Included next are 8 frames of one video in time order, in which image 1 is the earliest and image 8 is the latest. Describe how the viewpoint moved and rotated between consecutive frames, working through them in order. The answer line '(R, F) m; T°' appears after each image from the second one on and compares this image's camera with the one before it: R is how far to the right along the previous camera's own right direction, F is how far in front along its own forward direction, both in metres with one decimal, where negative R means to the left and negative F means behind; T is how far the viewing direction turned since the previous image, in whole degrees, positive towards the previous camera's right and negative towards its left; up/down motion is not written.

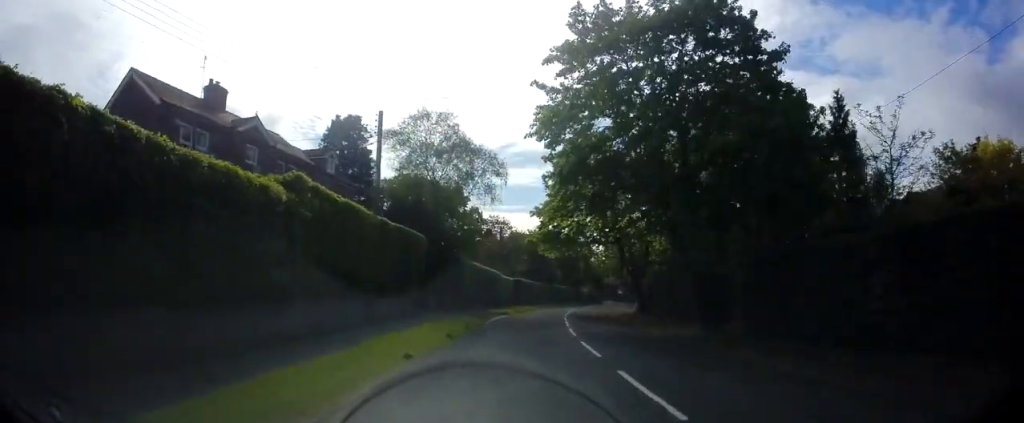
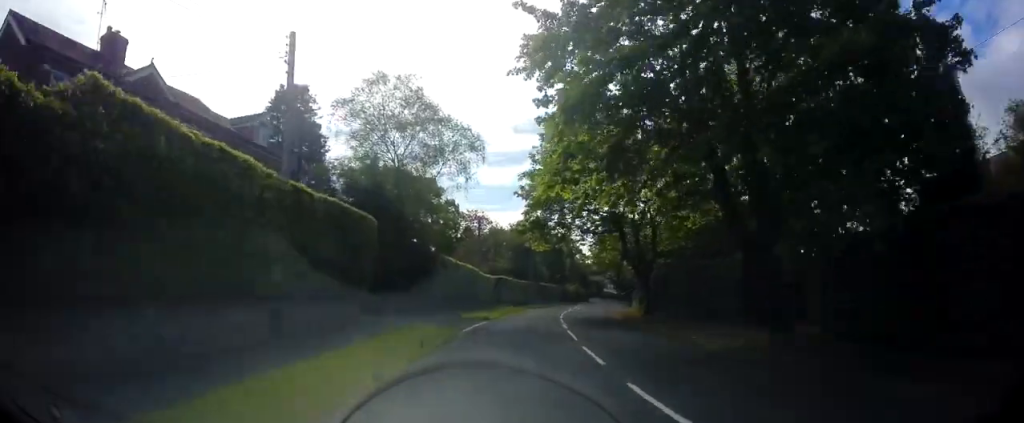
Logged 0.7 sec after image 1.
(-0.1, +7.3) m; +3°
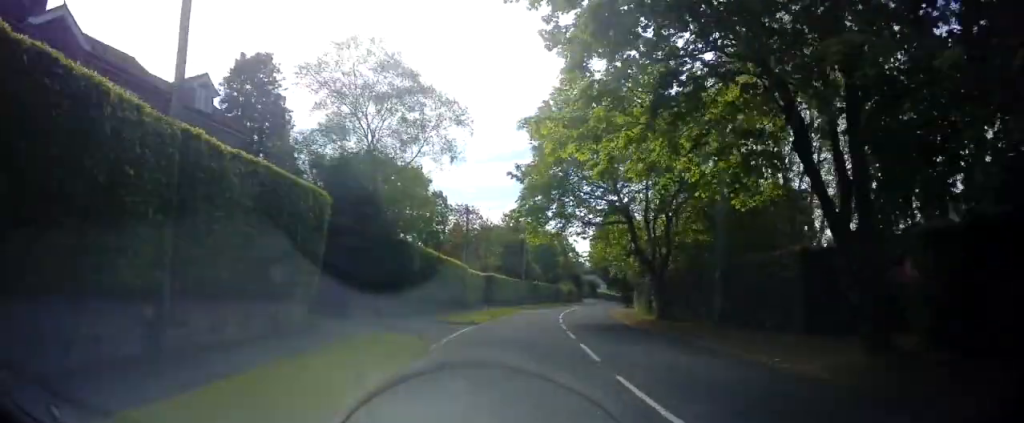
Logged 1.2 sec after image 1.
(+0.1, +4.9) m; +1°
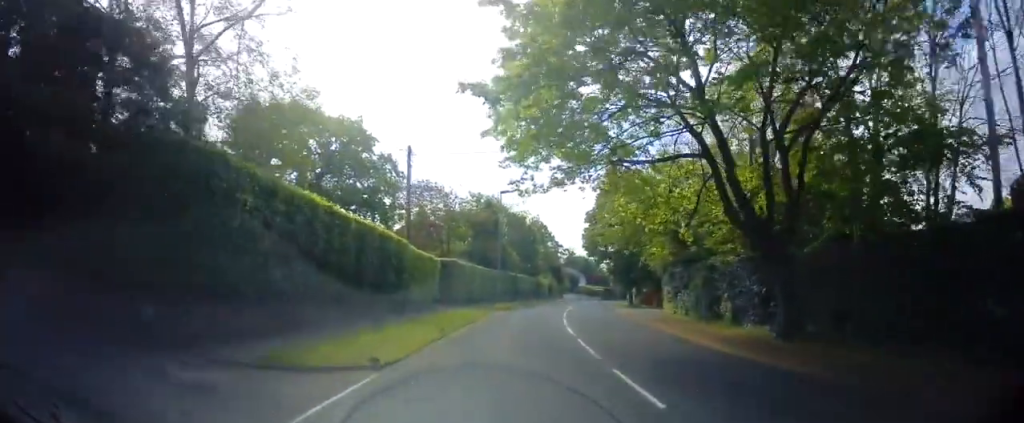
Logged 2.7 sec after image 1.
(+0.3, +16.1) m; +2°
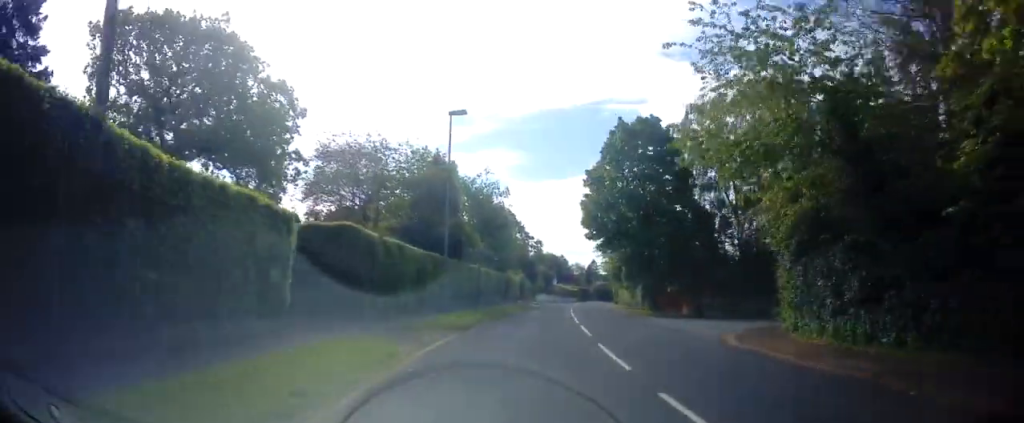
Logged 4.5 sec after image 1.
(+0.8, +19.1) m; +4°
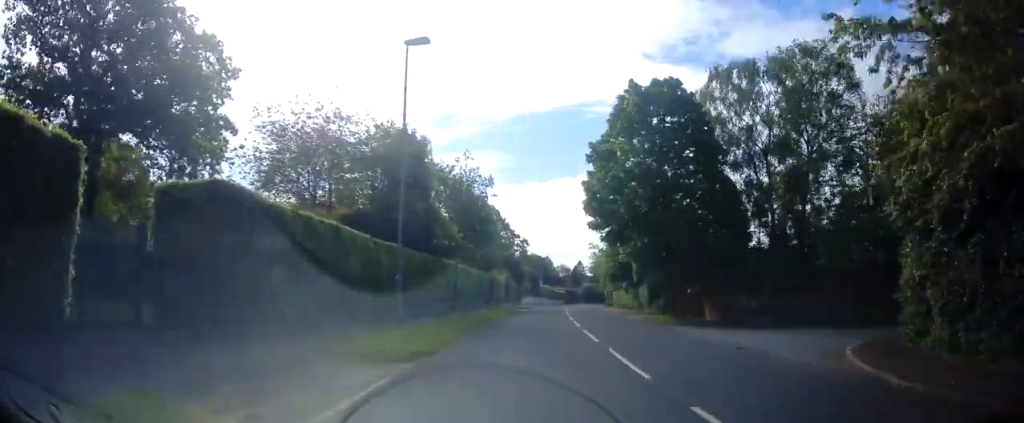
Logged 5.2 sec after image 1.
(+0.1, +7.2) m; +1°
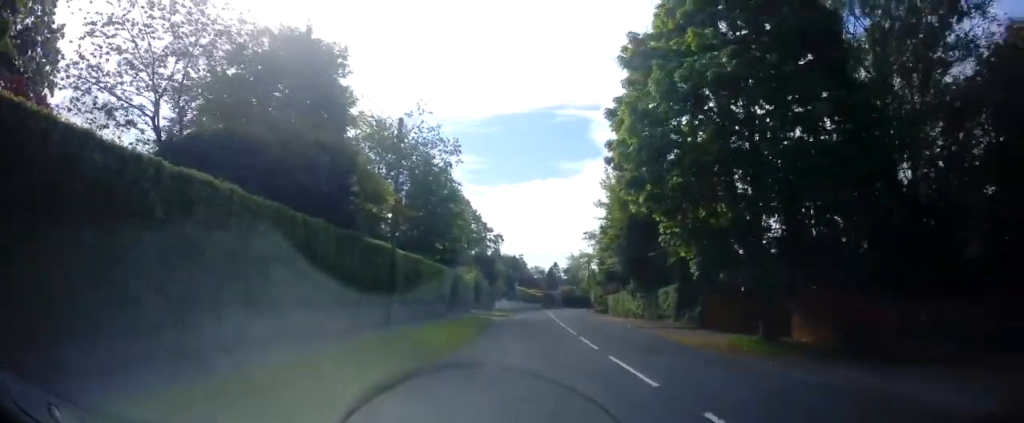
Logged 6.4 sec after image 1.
(+0.3, +12.7) m; +3°
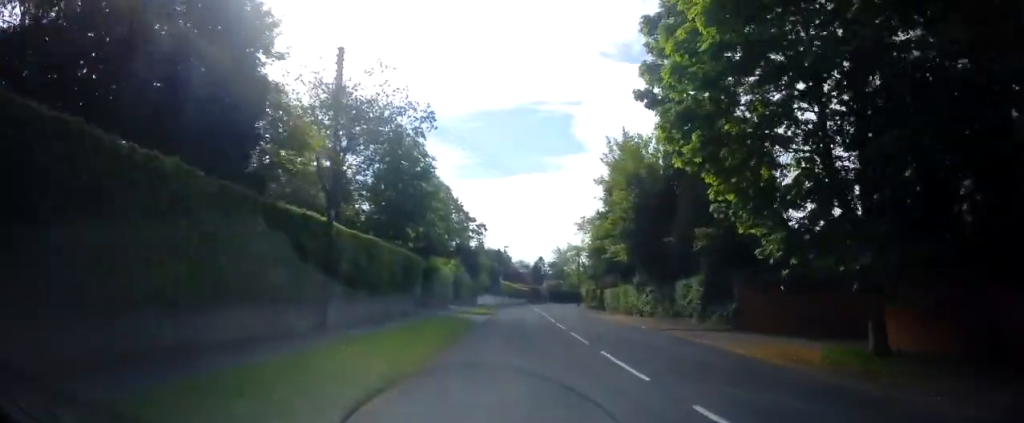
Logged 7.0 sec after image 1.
(0.0, +6.2) m; +1°
